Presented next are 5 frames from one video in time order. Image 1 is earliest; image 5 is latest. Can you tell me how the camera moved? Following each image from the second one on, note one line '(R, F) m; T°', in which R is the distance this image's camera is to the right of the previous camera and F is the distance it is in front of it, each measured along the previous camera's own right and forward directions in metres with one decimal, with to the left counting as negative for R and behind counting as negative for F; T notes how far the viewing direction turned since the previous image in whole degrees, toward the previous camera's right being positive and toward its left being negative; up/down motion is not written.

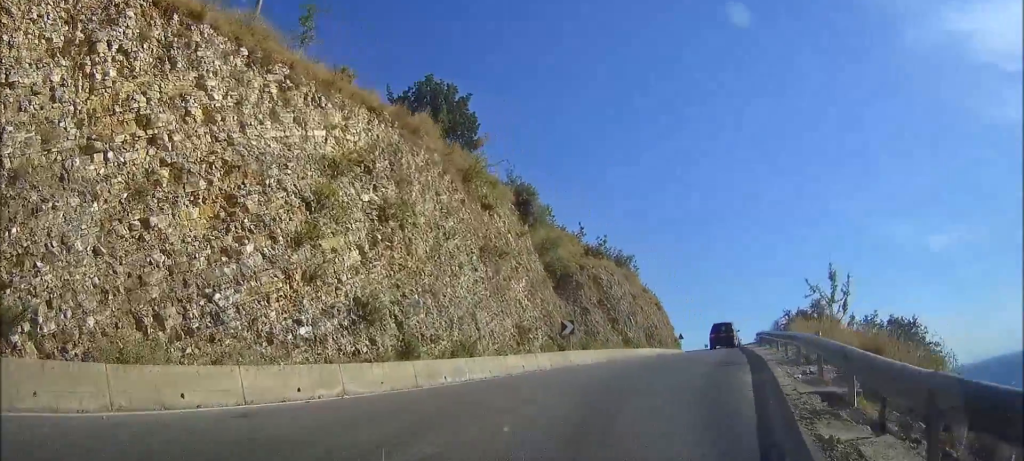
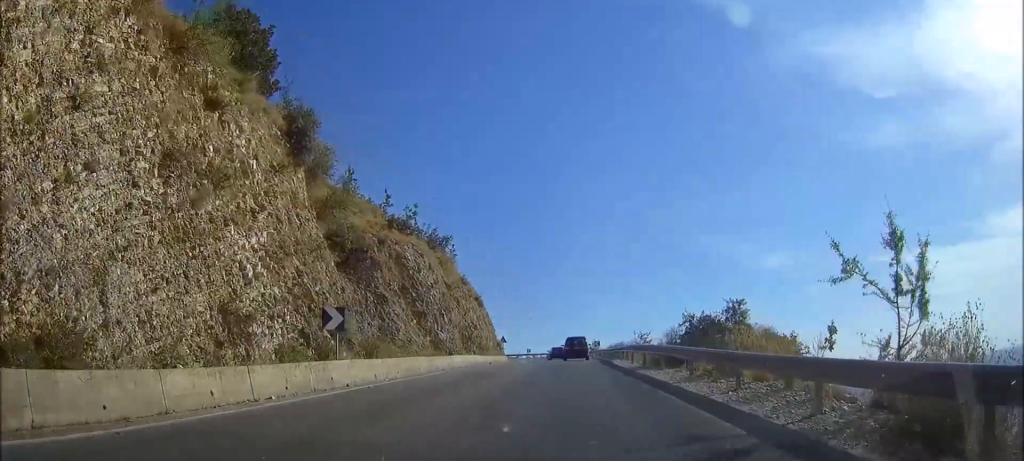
(+4.6, +11.2) m; +30°
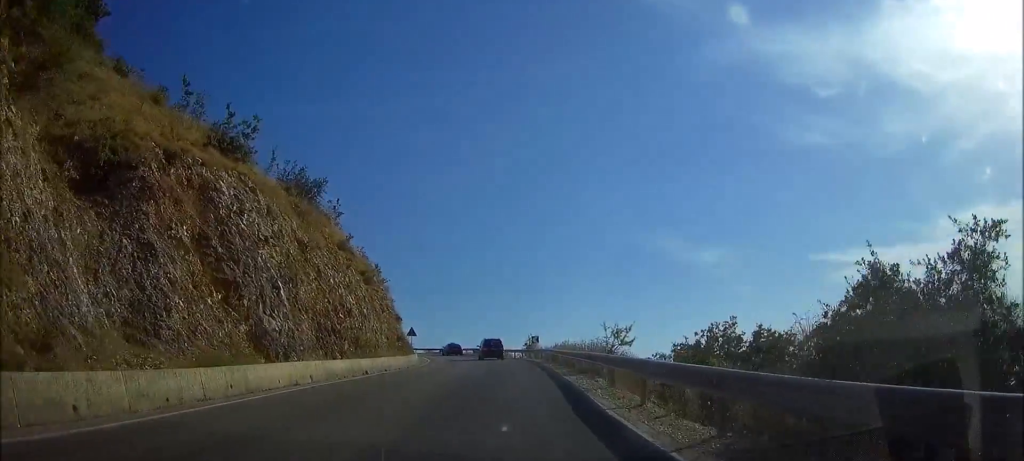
(+1.7, +17.4) m; +5°
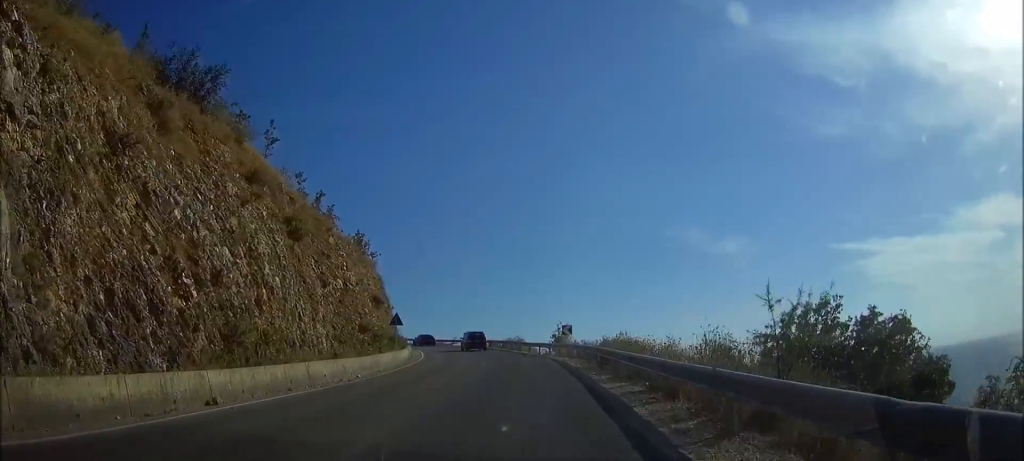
(0.0, +15.9) m; -1°
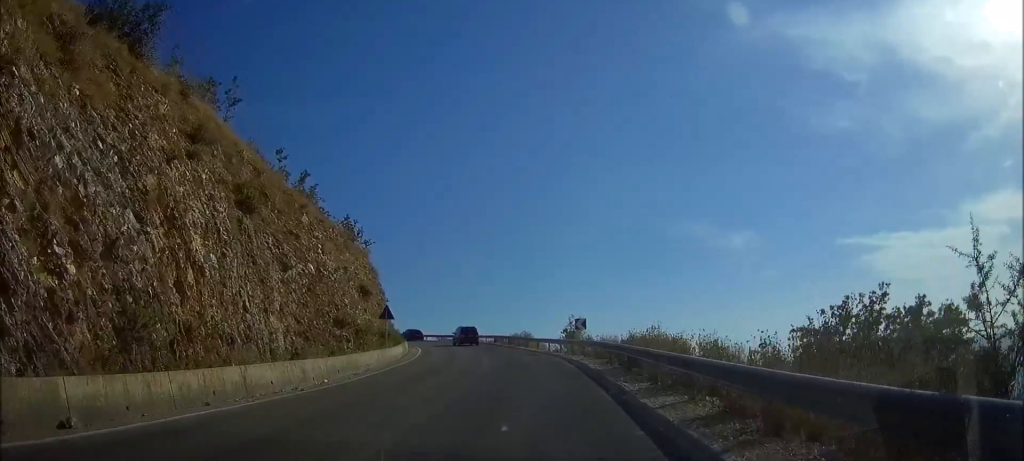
(-0.1, +5.1) m; 0°
